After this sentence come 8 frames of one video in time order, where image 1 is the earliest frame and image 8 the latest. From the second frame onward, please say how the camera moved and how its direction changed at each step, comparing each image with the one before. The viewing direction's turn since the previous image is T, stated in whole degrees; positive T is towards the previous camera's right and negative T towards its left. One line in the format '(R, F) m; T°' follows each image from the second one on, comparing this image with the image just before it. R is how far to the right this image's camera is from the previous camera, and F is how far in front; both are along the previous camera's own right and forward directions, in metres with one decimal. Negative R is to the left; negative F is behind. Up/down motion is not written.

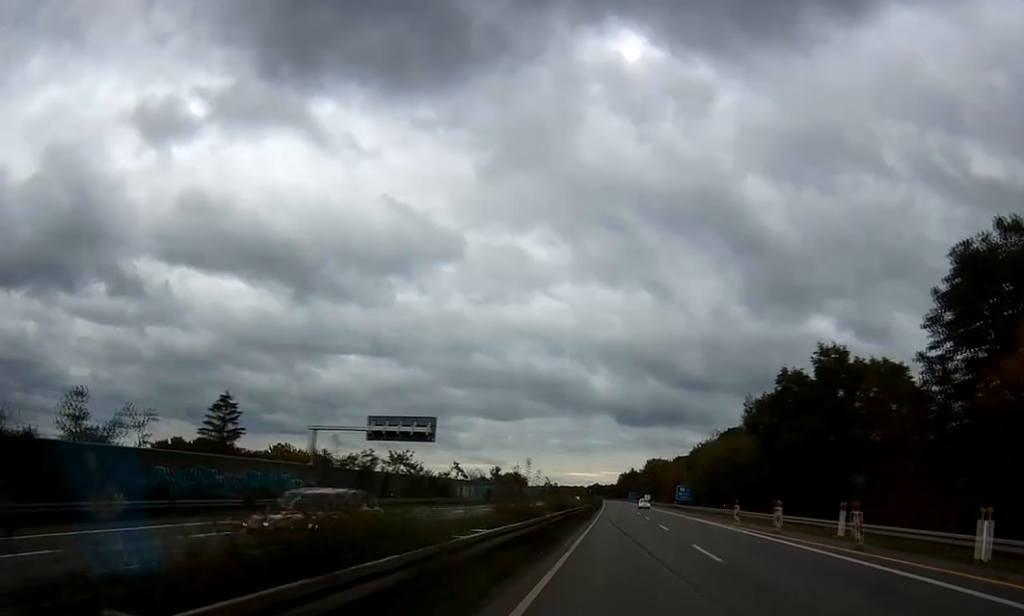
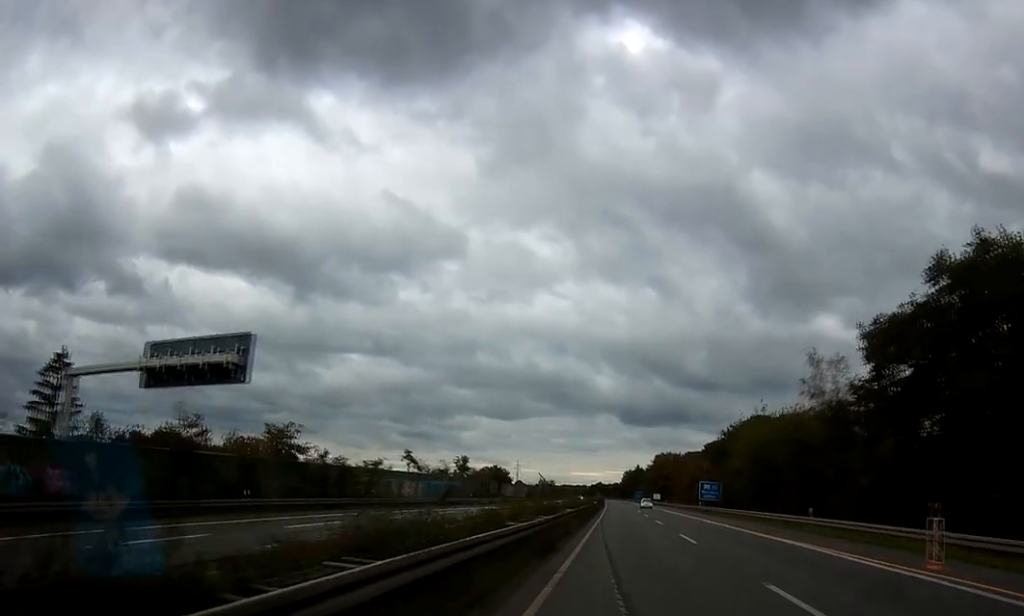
(+0.2, +28.3) m; 0°
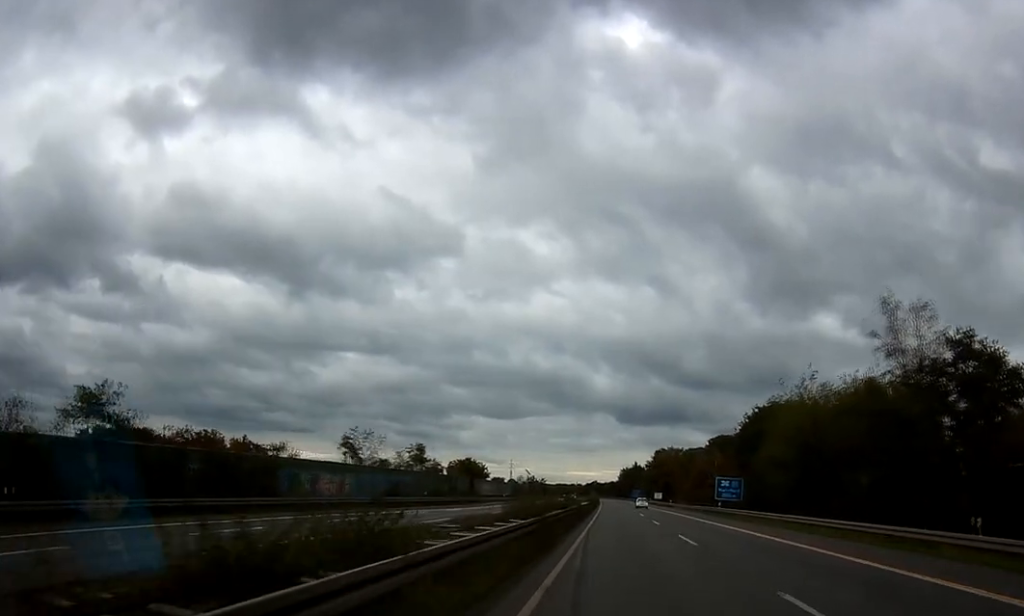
(-0.1, +18.8) m; 0°
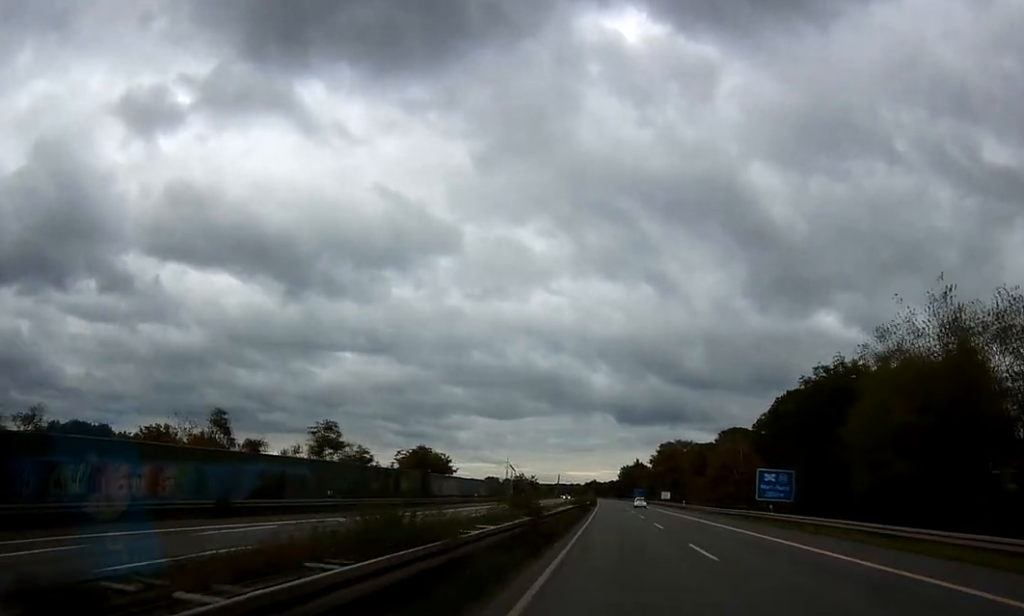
(-0.1, +22.6) m; 0°
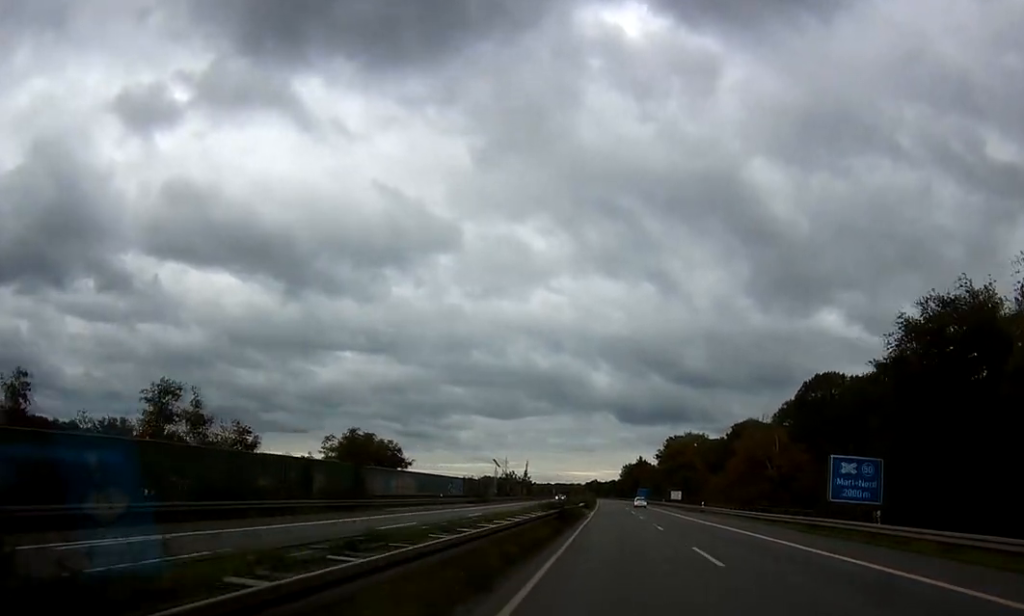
(0.0, +18.7) m; 0°
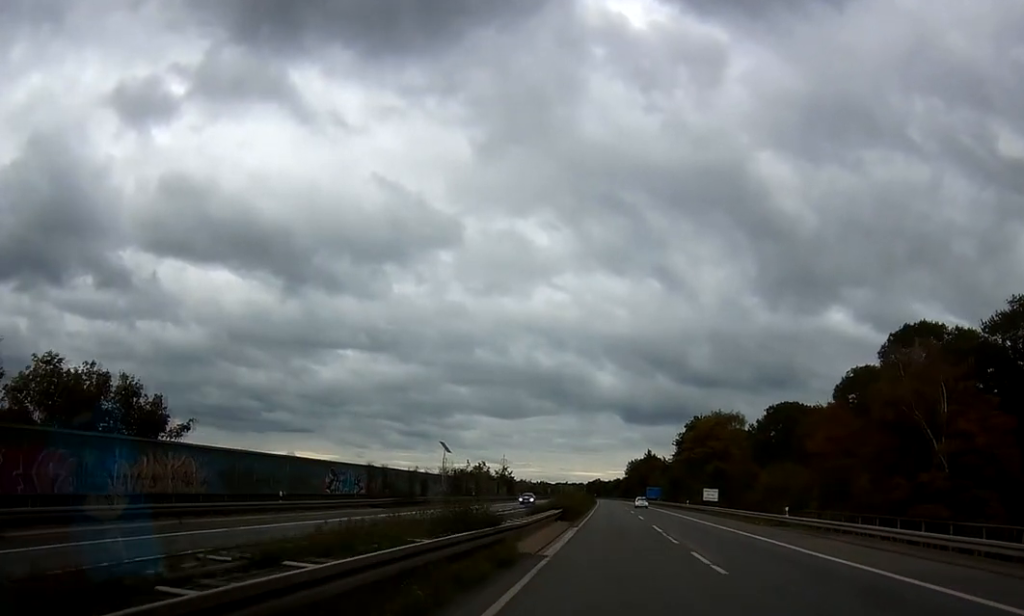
(0.0, +35.8) m; 0°
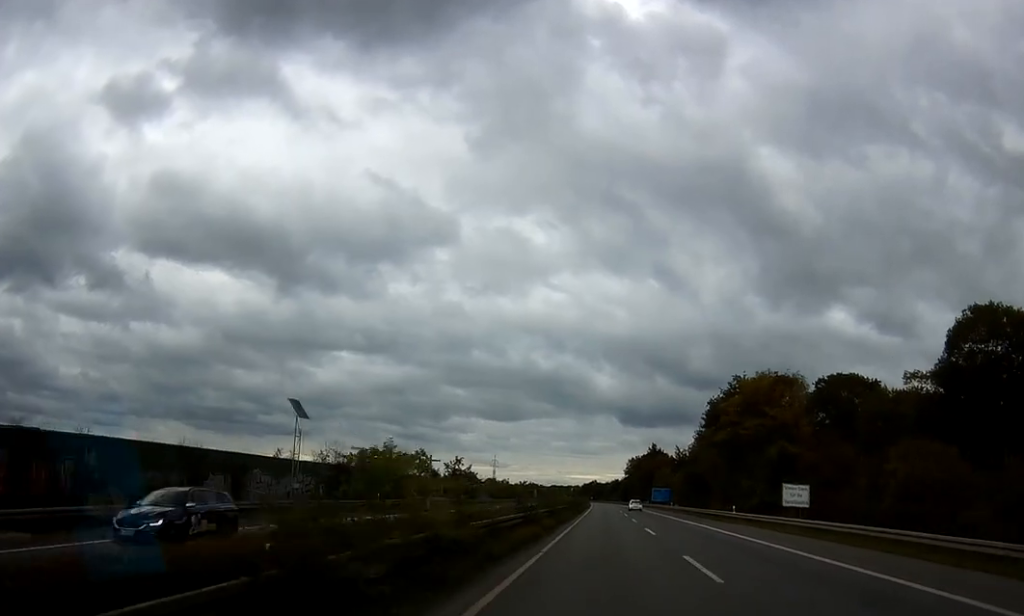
(-0.3, +35.7) m; -1°
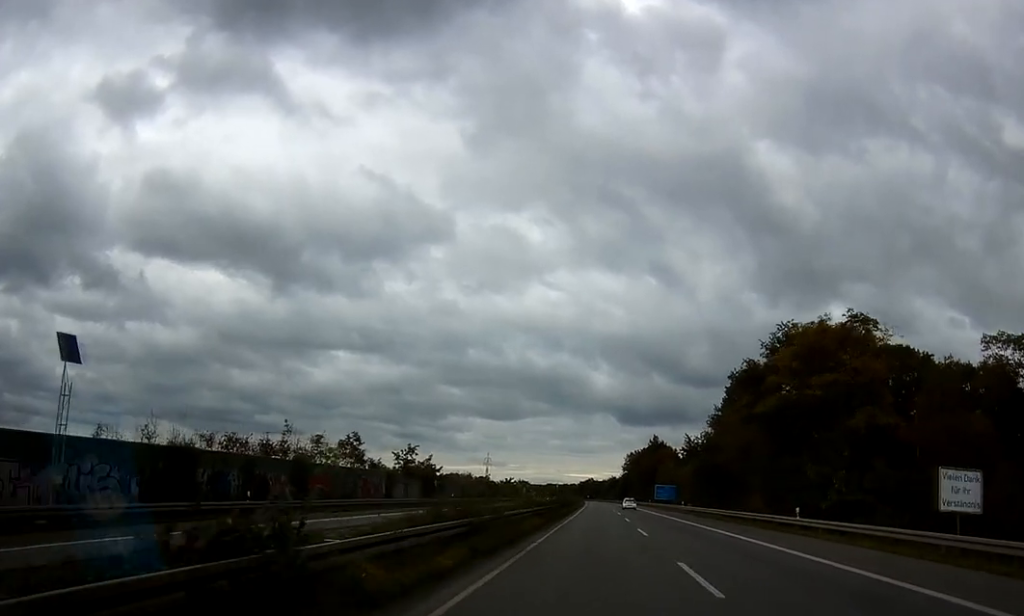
(-0.1, +19.9) m; 0°
